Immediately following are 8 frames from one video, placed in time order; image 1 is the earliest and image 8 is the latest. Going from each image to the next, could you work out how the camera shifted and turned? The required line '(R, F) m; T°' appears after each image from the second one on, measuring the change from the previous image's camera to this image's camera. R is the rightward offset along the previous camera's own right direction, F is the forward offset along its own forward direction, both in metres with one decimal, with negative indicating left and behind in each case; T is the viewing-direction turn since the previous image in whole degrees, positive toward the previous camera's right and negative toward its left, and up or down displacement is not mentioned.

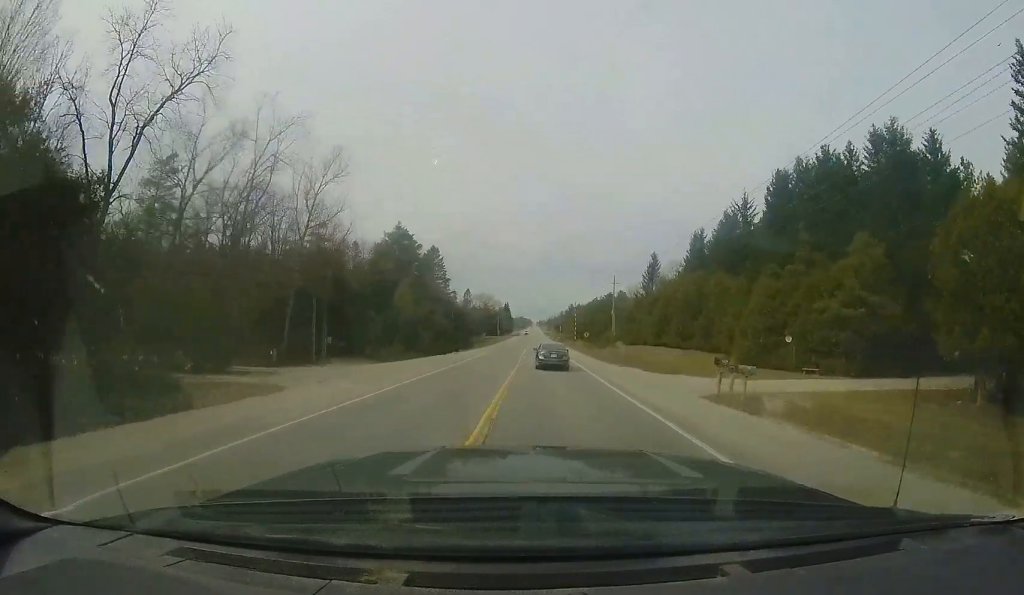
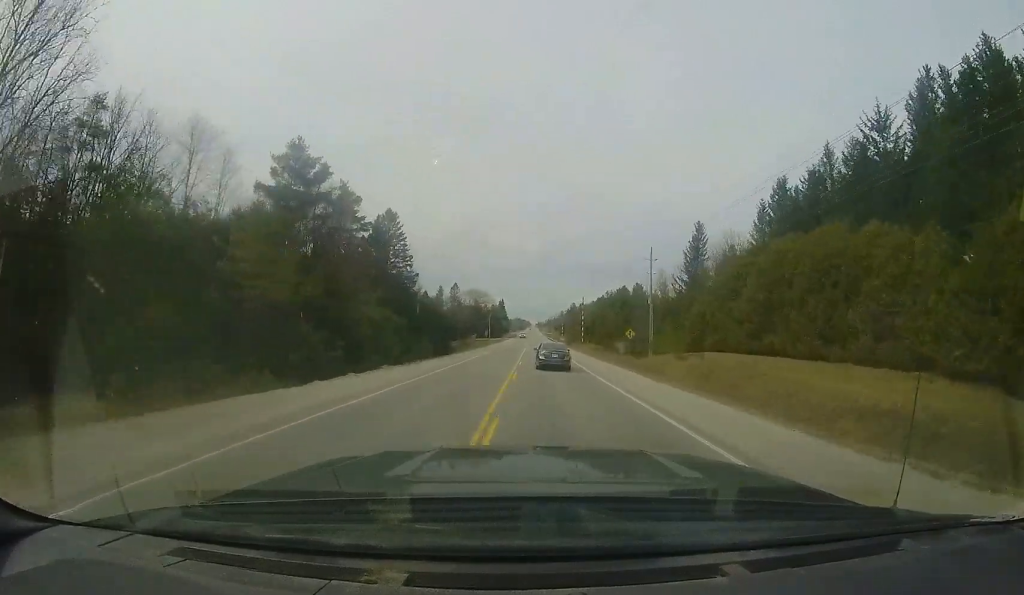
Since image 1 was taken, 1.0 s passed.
(0.0, +24.0) m; 0°
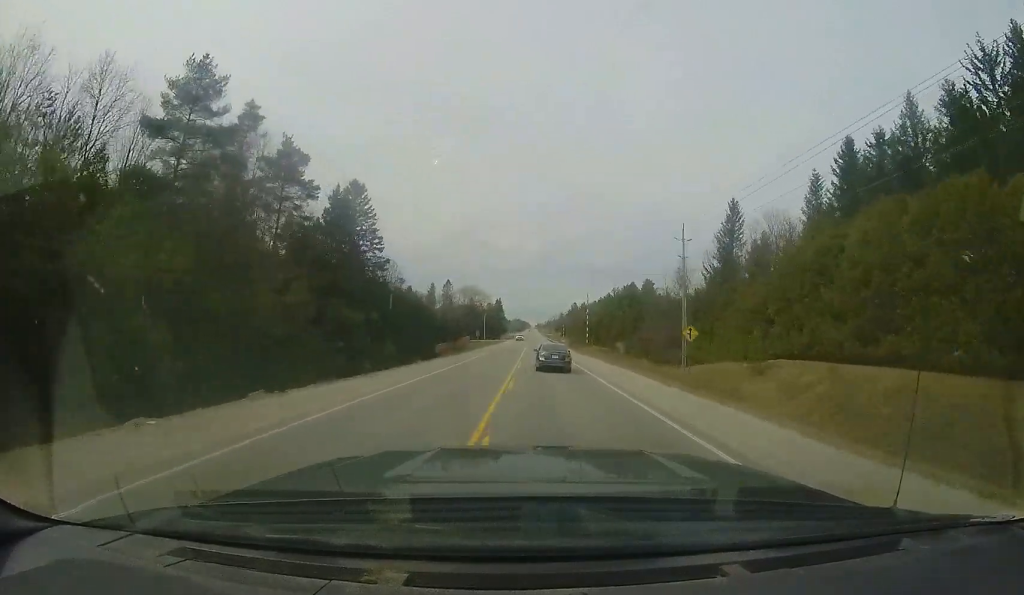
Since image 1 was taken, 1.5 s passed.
(-0.1, +11.1) m; 0°
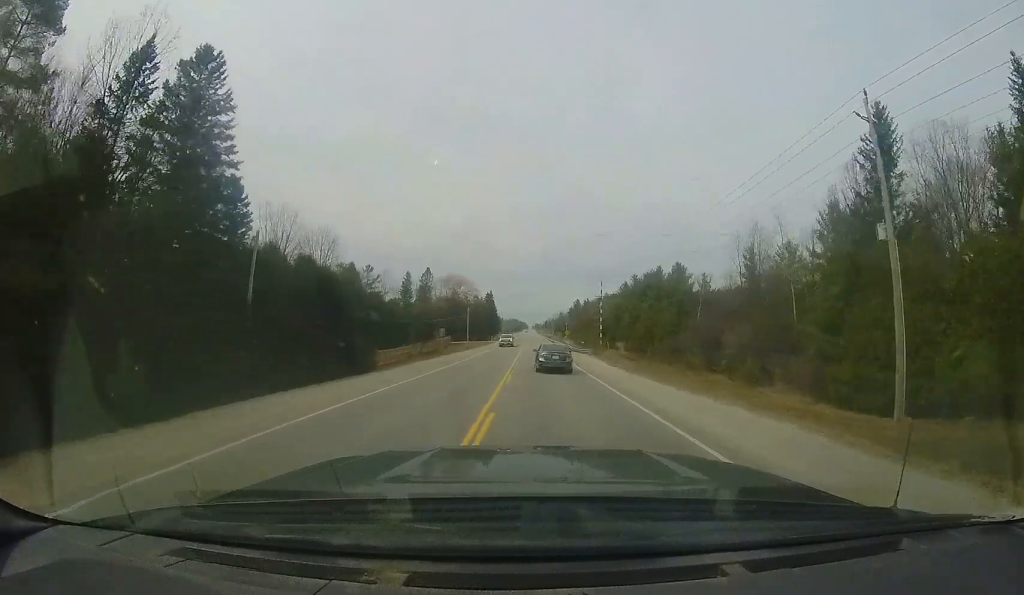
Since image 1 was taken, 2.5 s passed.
(+0.2, +24.5) m; +1°
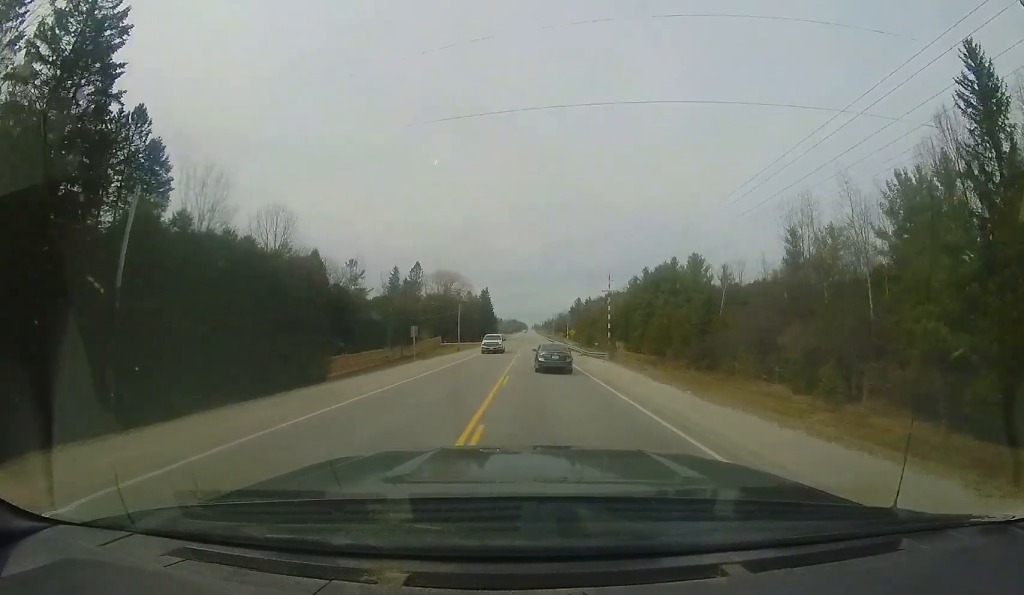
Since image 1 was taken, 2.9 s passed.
(+0.1, +9.5) m; 0°
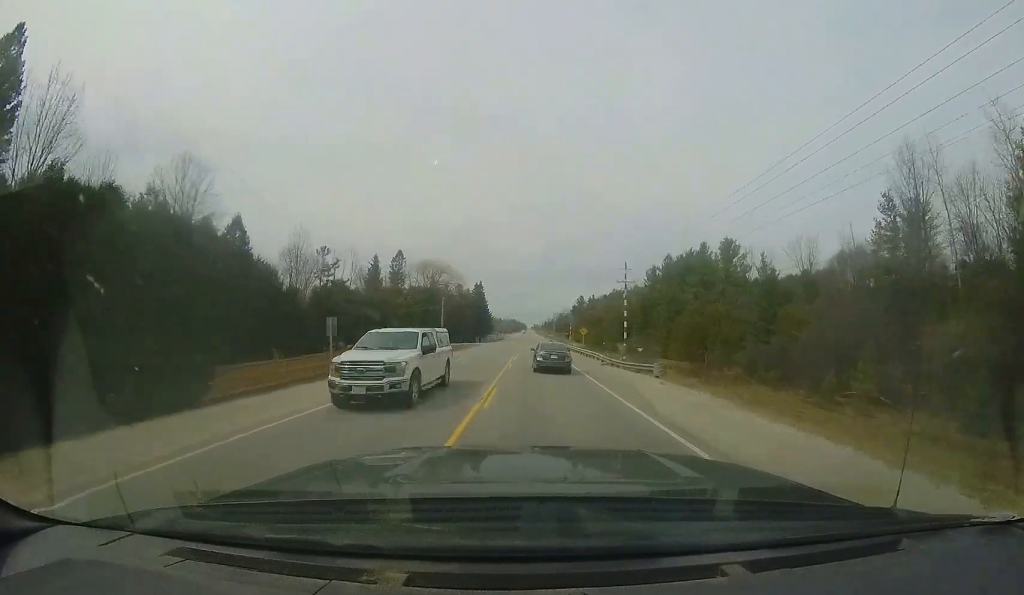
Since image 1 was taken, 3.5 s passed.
(-0.1, +13.3) m; 0°
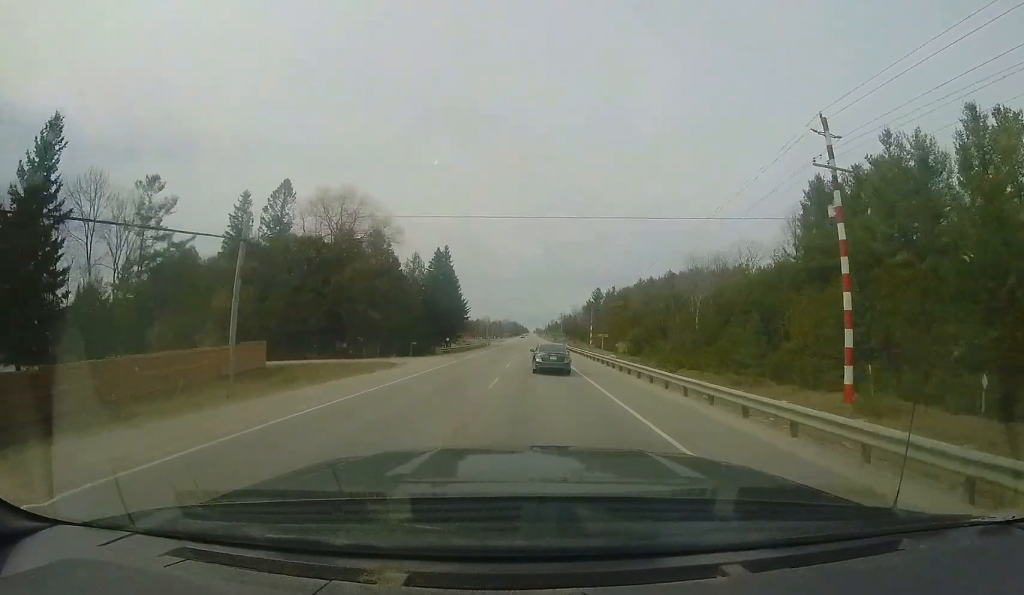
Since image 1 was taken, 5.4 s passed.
(+0.1, +44.4) m; 0°
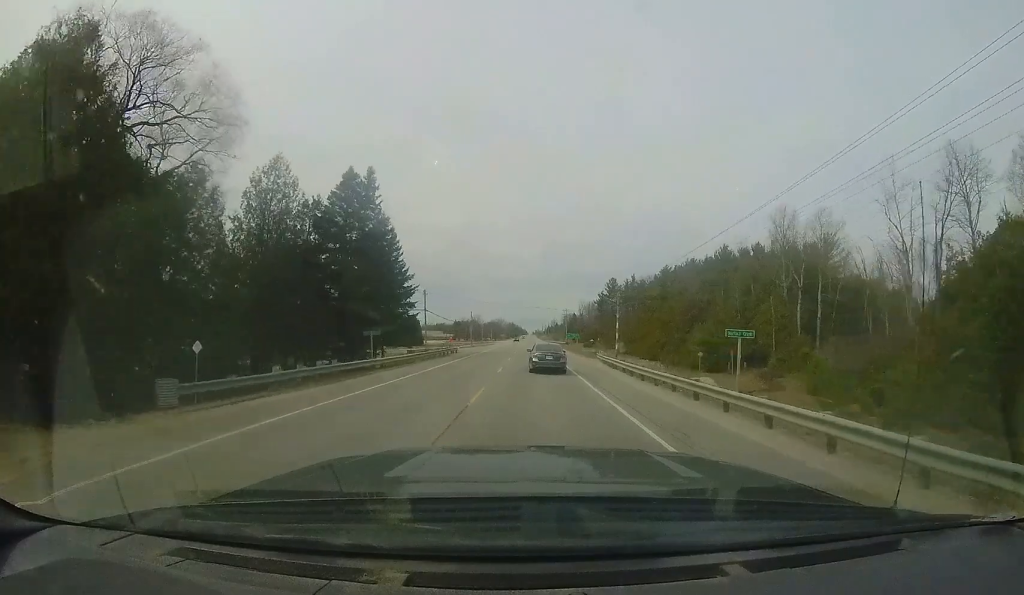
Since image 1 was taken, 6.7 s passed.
(-0.1, +29.7) m; -1°
